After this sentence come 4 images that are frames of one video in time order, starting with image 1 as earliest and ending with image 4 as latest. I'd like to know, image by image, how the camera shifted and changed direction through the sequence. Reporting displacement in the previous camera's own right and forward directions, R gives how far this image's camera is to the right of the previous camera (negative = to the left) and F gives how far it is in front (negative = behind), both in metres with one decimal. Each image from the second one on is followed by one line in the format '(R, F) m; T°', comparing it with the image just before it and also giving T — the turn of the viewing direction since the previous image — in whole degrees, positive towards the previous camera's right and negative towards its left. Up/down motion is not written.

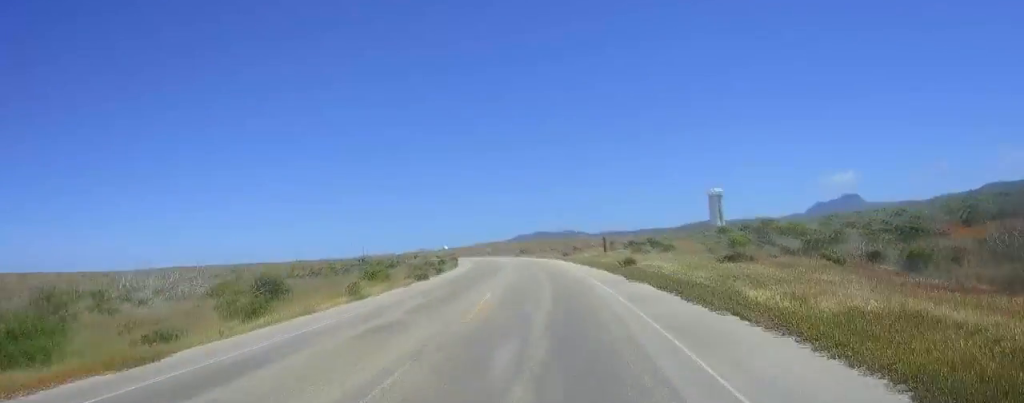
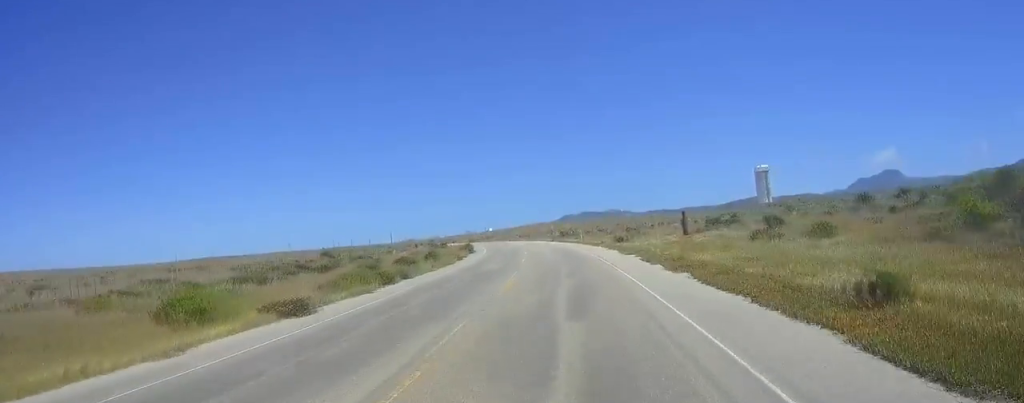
(-0.4, +24.7) m; -2°
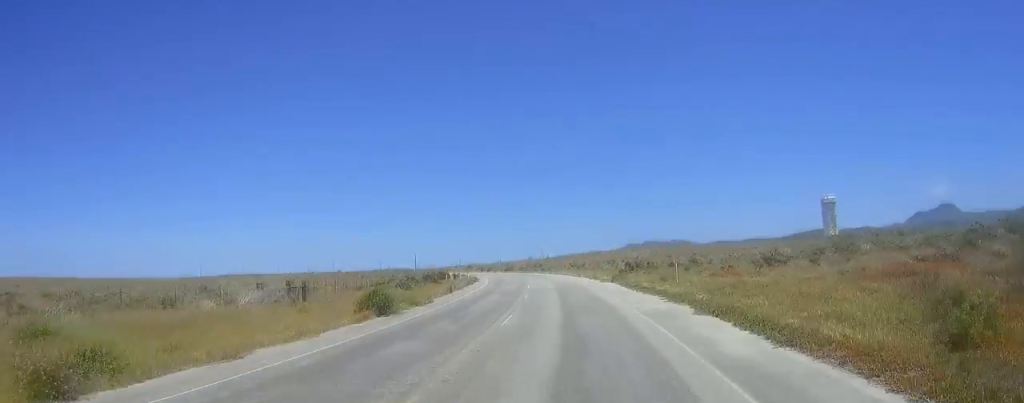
(-1.9, +47.4) m; -5°
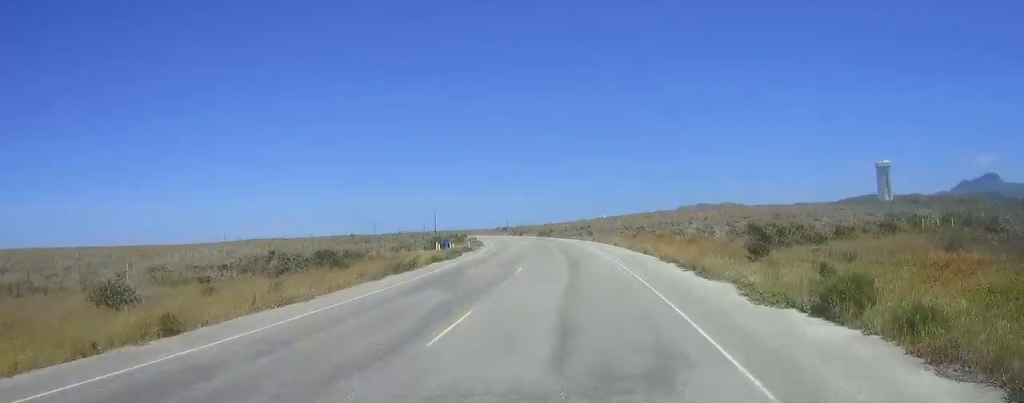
(-1.9, +37.9) m; -6°
